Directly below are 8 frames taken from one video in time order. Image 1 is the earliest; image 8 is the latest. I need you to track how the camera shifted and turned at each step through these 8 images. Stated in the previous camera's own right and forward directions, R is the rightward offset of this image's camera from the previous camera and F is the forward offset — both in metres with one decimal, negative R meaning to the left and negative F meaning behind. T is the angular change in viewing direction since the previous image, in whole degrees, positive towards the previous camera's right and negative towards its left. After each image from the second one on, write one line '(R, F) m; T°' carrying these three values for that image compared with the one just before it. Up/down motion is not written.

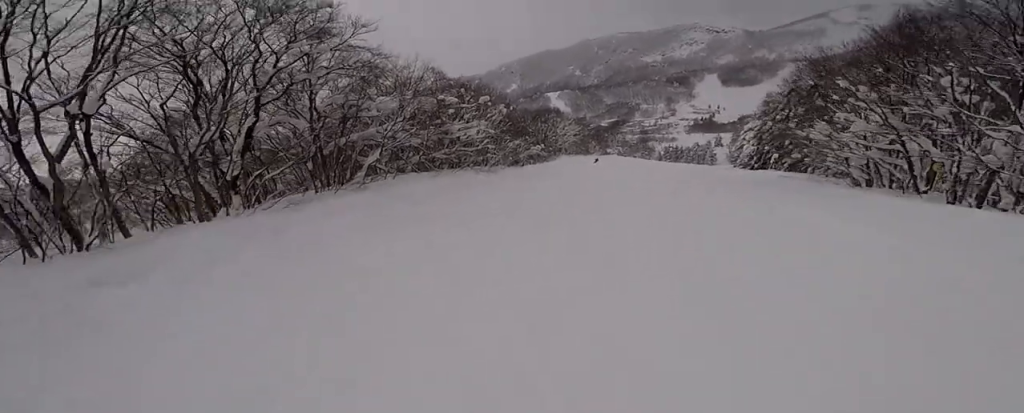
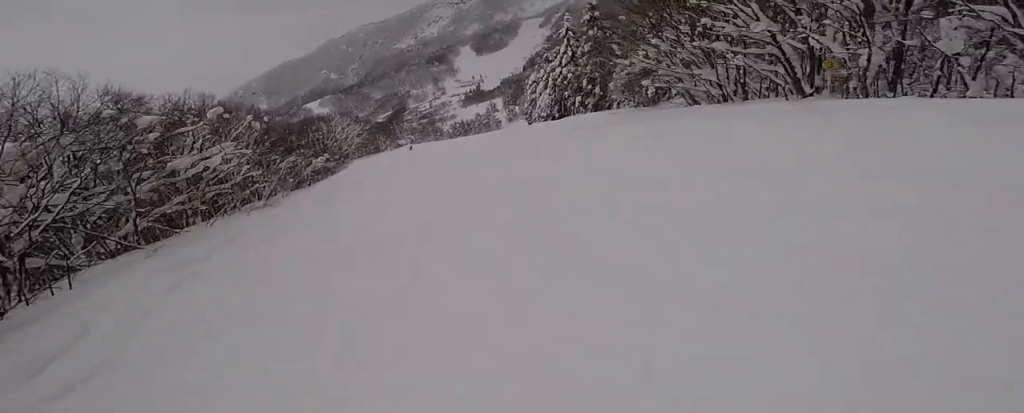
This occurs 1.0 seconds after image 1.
(+0.1, +8.6) m; +6°
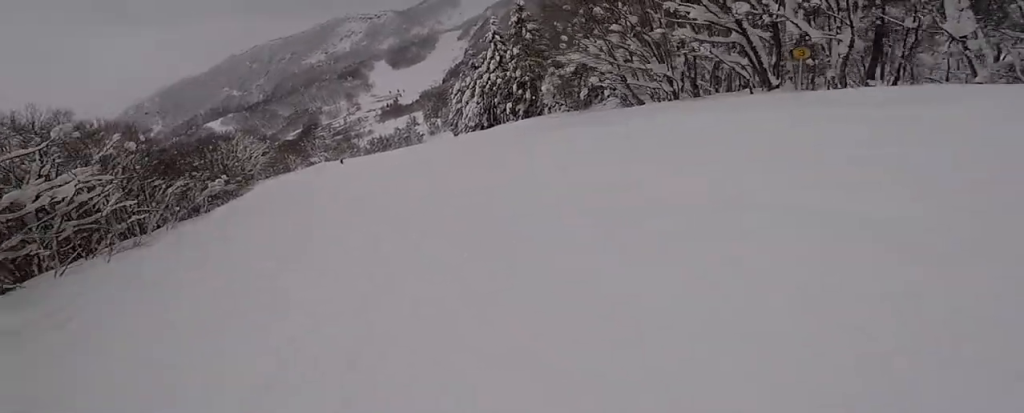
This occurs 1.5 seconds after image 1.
(-0.1, +3.8) m; +6°
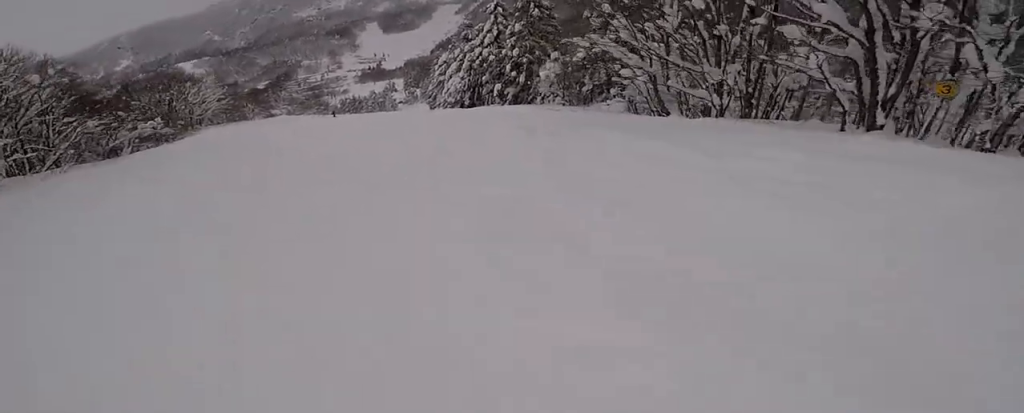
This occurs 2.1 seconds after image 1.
(+0.6, +5.5) m; +4°
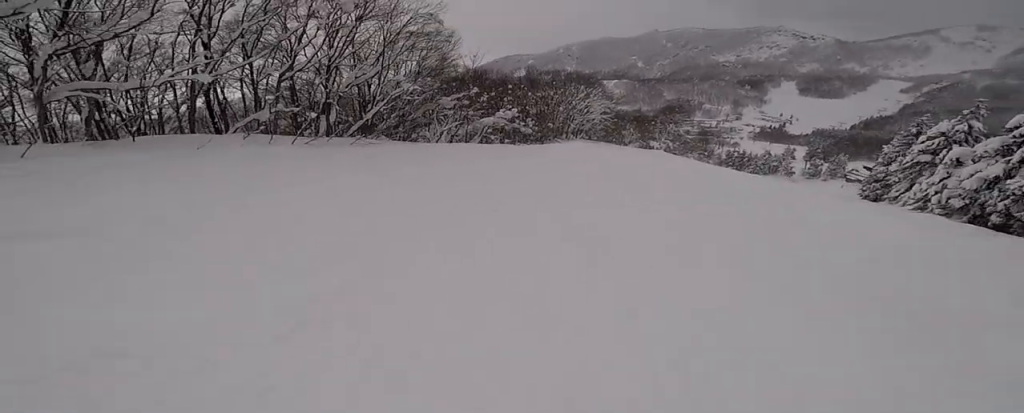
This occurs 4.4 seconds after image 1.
(-5.0, +19.7) m; -27°
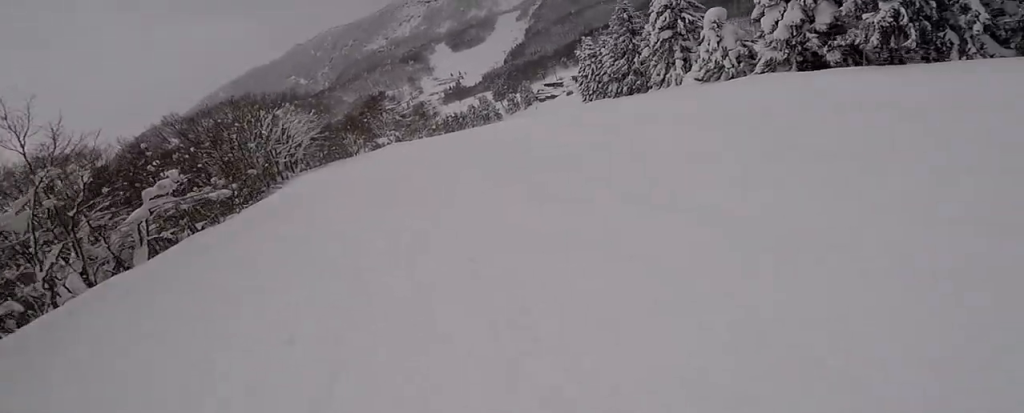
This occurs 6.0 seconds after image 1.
(+3.0, +13.6) m; +29°
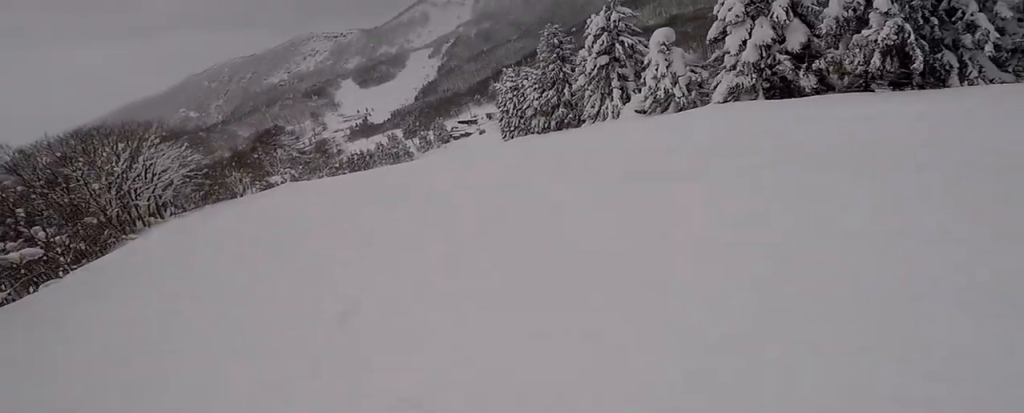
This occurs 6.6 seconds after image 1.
(+1.1, +6.2) m; +7°
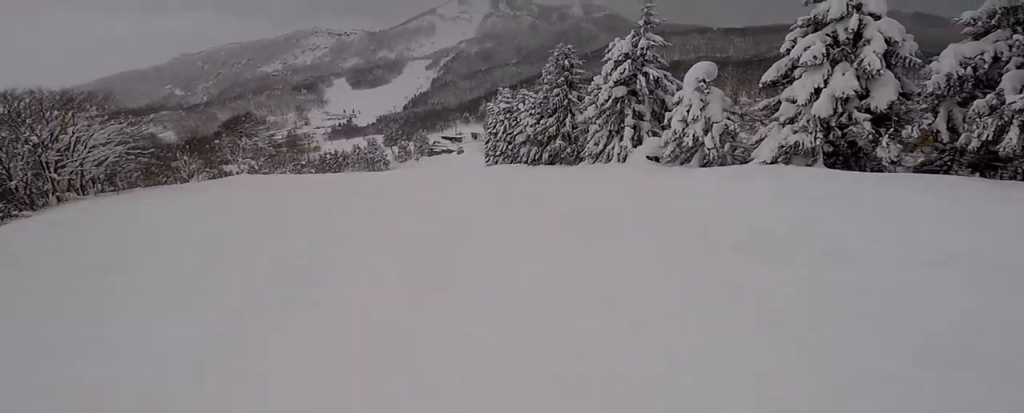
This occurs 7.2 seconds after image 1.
(0.0, +5.3) m; -7°
